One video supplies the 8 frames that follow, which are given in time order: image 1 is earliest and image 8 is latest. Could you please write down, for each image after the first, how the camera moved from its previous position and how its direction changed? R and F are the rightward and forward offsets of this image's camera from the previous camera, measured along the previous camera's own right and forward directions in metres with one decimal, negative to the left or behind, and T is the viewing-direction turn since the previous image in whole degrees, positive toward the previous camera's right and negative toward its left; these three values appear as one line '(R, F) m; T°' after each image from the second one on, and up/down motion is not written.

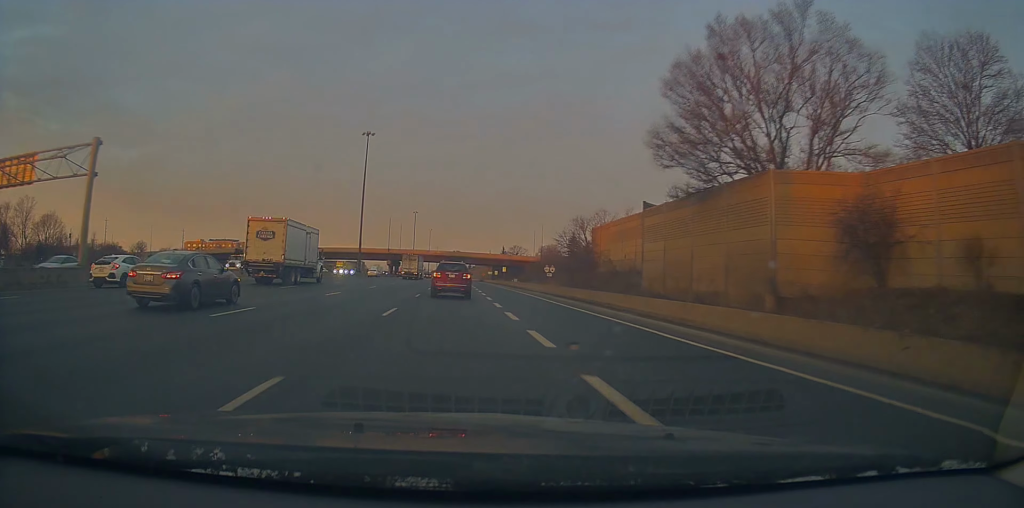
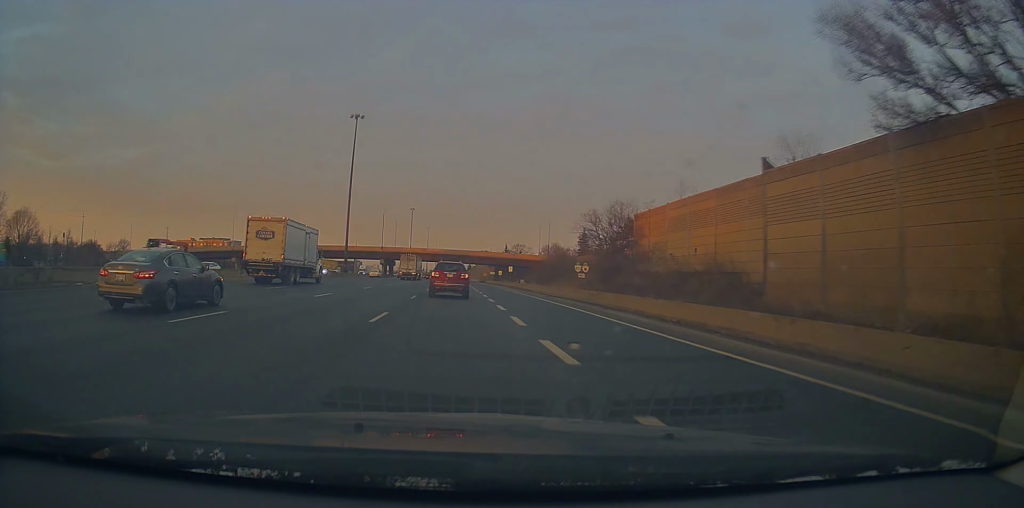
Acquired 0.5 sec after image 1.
(-0.1, +14.1) m; -1°
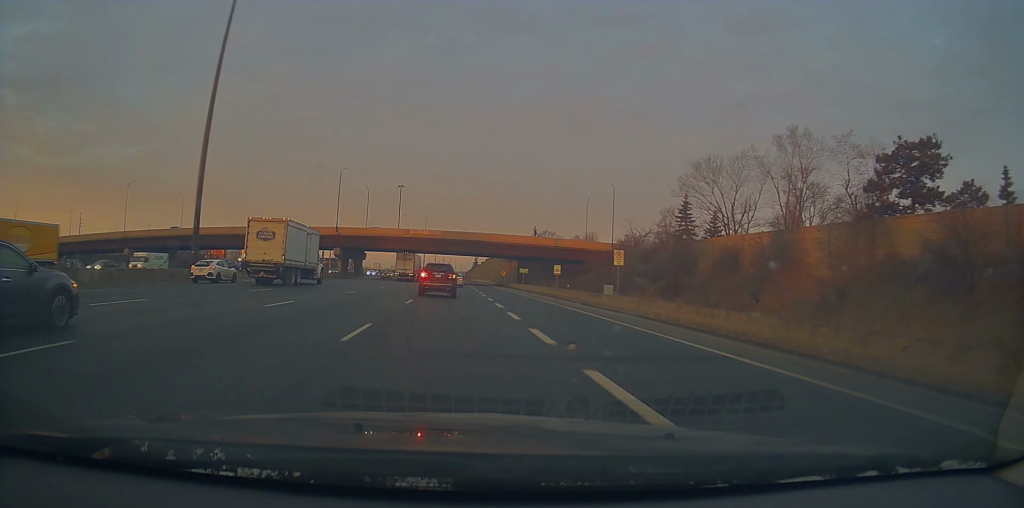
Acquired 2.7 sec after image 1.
(-0.4, +64.0) m; 0°
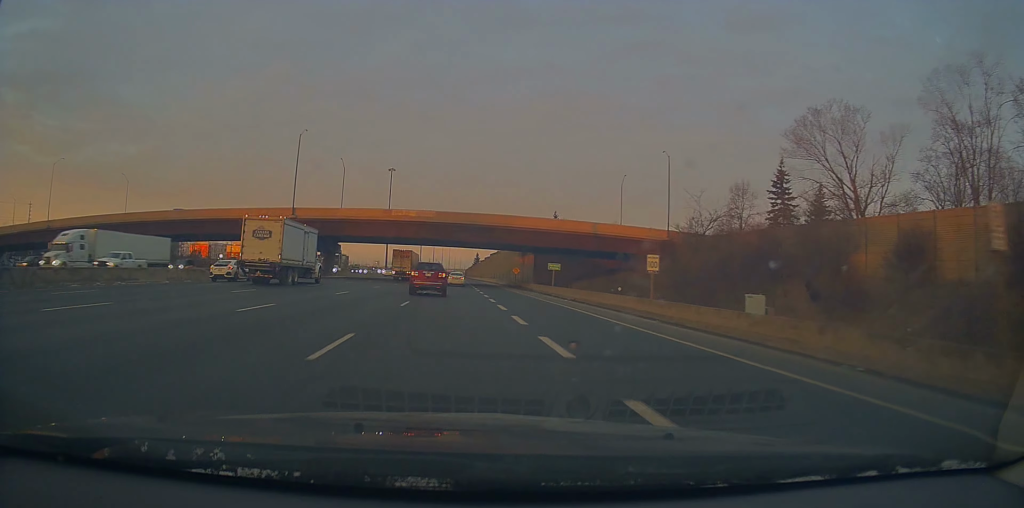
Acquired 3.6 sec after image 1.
(-0.1, +26.3) m; -1°
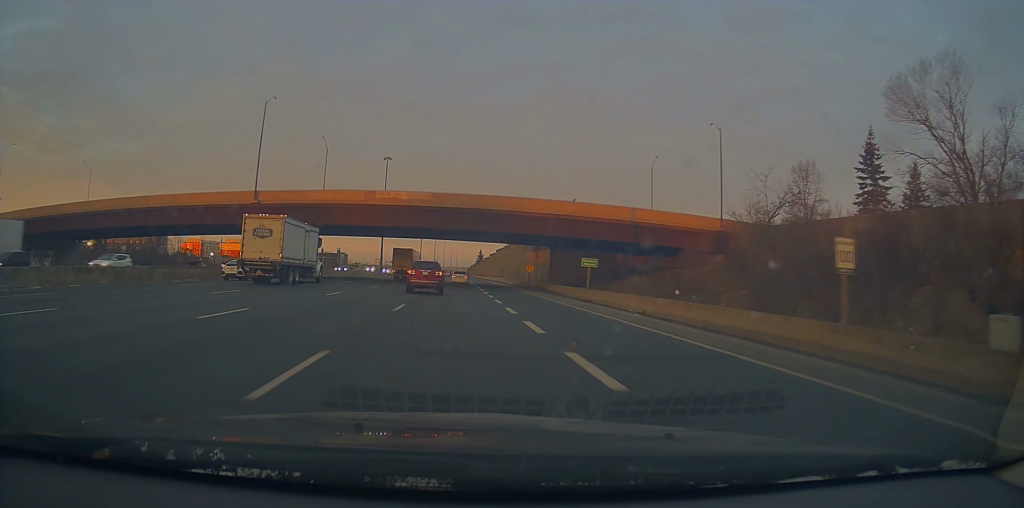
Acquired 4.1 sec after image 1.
(-0.1, +14.7) m; -1°
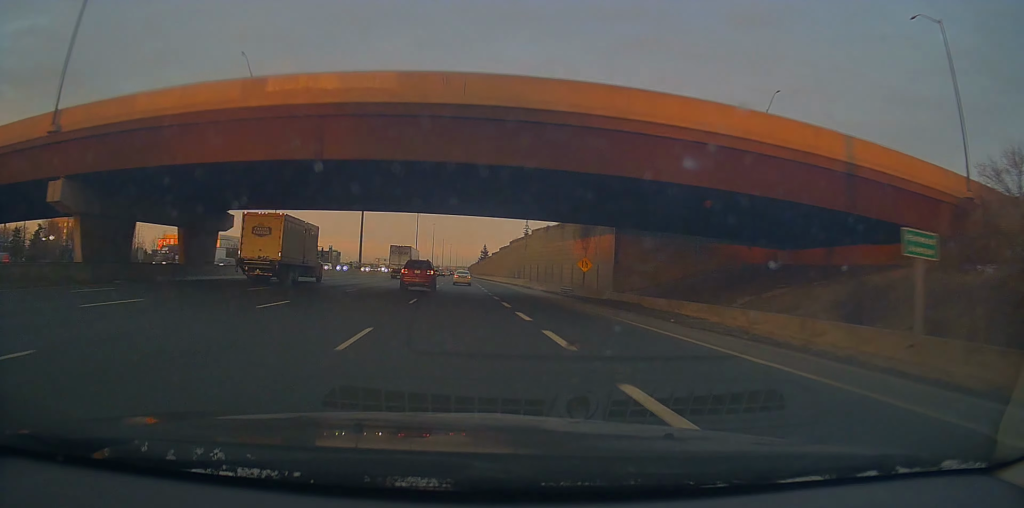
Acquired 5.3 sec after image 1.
(-0.1, +33.4) m; 0°
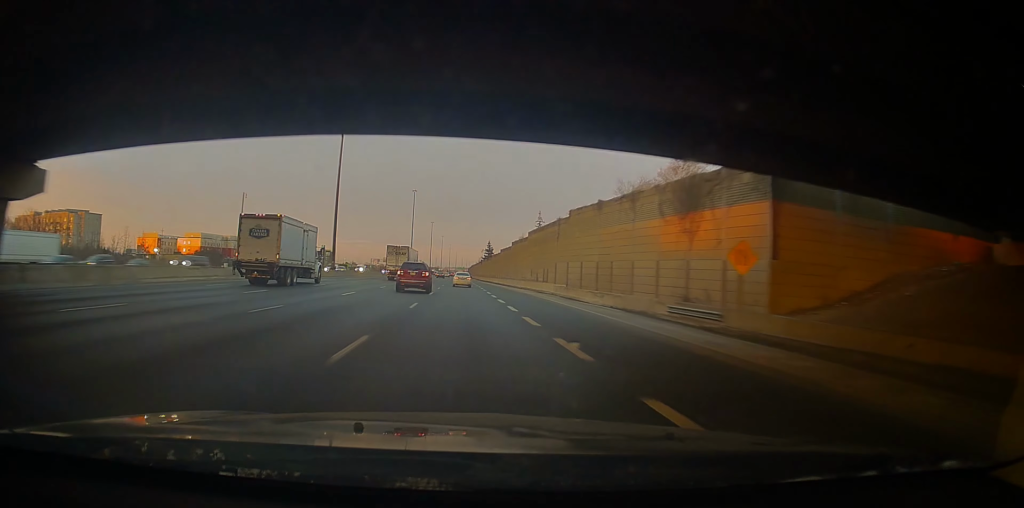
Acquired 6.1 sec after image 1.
(+0.1, +25.5) m; +1°
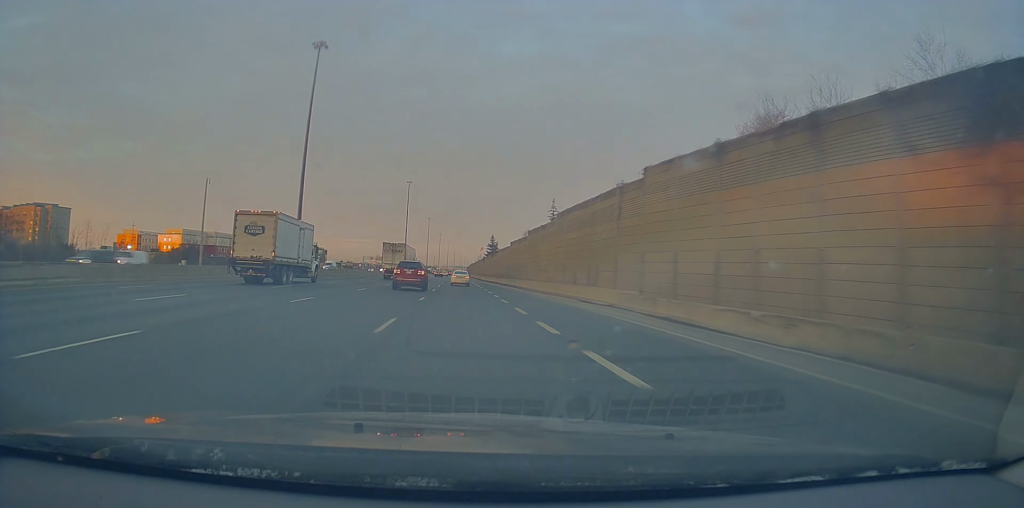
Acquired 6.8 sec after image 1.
(+0.3, +20.6) m; 0°
